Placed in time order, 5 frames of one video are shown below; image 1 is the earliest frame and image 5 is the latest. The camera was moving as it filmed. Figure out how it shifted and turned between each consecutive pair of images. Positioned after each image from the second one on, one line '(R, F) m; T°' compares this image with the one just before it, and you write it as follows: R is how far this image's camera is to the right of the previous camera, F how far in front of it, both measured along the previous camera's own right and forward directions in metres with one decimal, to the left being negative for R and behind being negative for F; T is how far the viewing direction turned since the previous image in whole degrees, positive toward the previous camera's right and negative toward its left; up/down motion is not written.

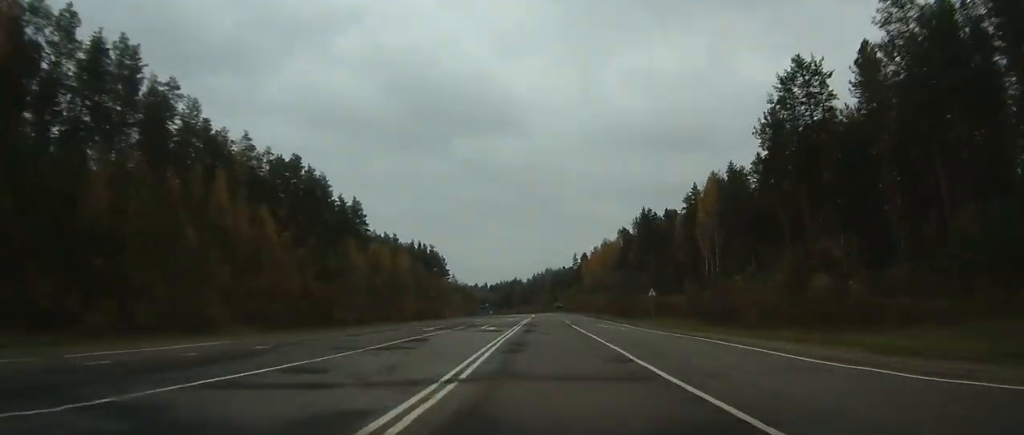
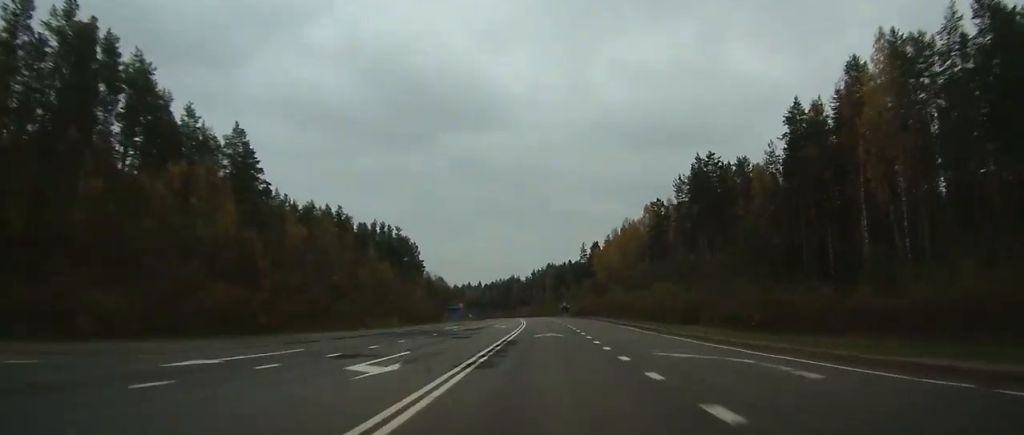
(-0.3, +56.7) m; -1°
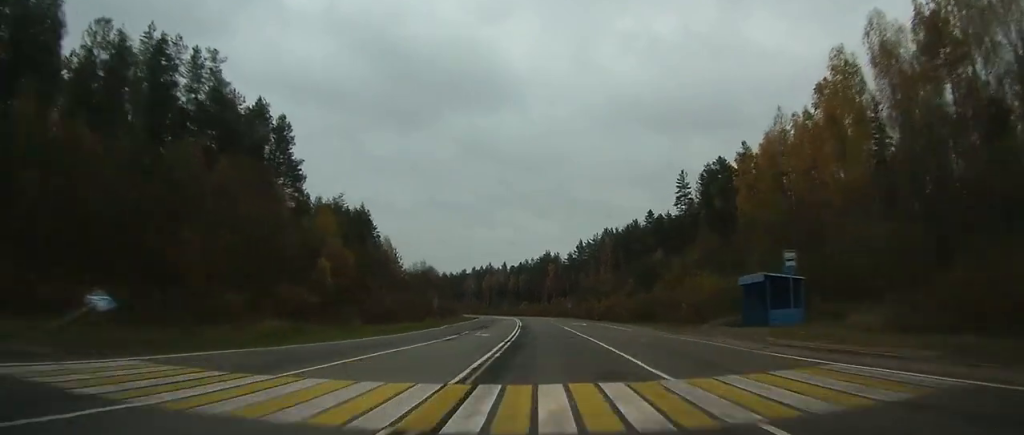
(-3.5, +120.4) m; -4°
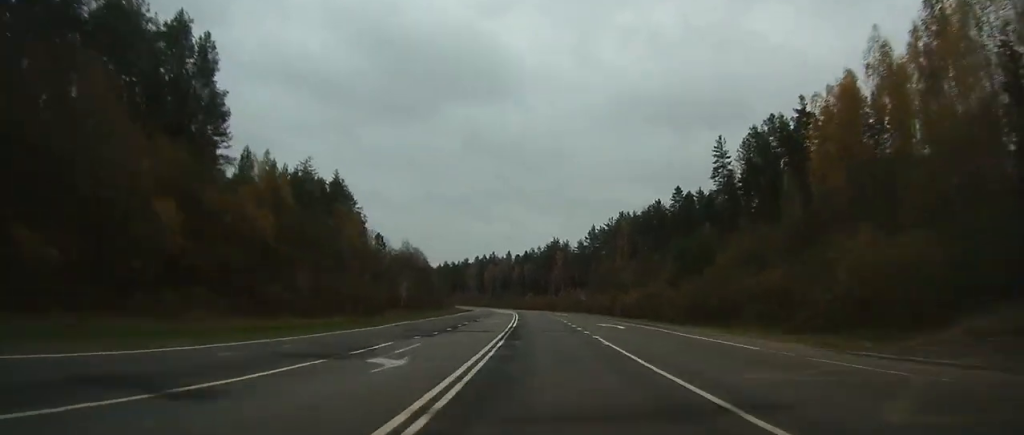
(-0.1, +20.8) m; -1°
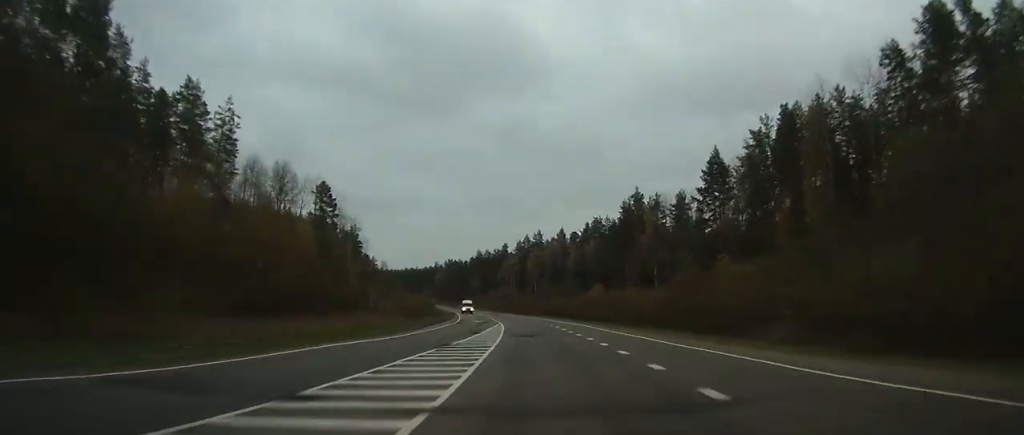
(-3.8, +88.4) m; -5°
